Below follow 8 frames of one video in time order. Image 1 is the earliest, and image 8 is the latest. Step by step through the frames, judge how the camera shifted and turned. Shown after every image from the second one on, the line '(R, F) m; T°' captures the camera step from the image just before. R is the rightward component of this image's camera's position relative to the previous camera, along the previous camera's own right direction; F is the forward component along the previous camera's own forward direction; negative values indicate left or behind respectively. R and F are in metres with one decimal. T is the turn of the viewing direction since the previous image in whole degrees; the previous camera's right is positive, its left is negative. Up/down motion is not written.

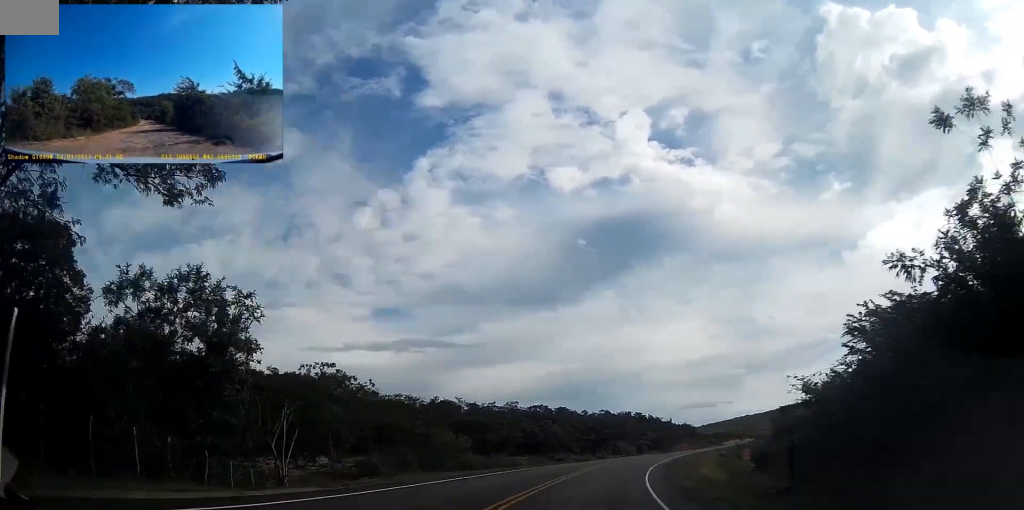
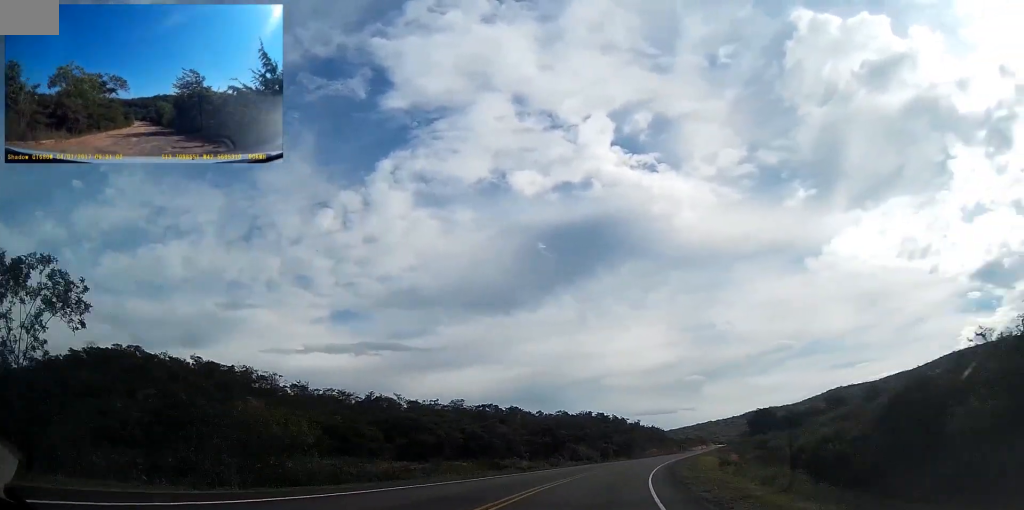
(+0.3, +21.7) m; +2°
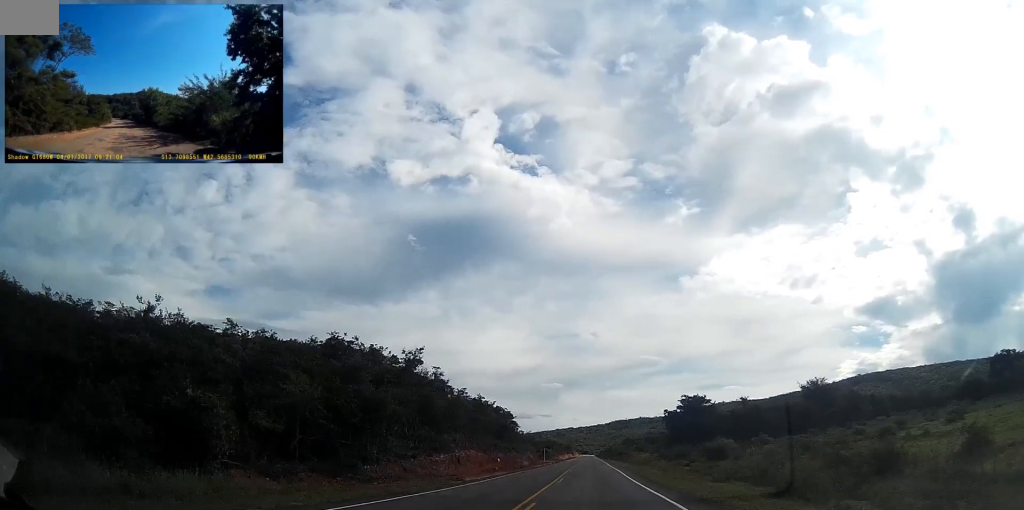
(+10.4, +84.4) m; +13°
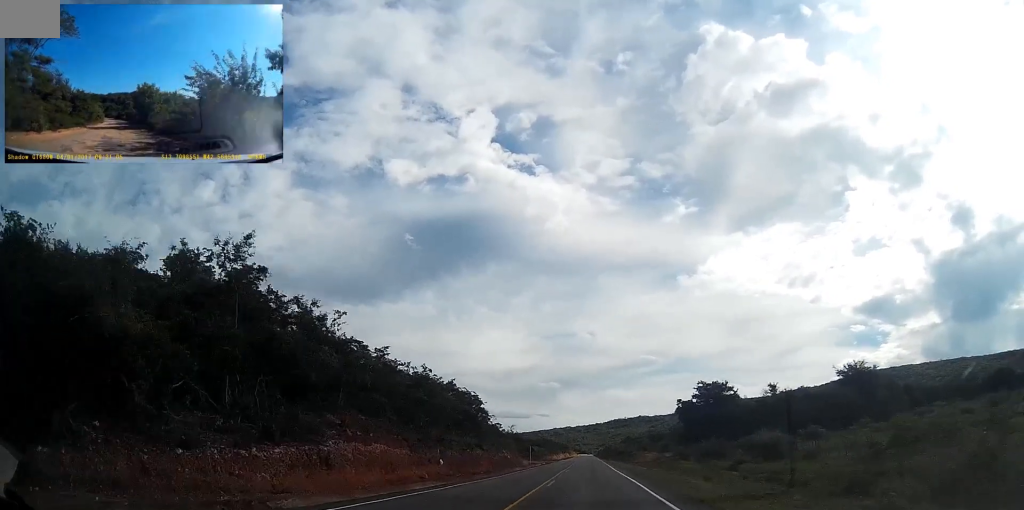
(+0.5, +19.2) m; +2°
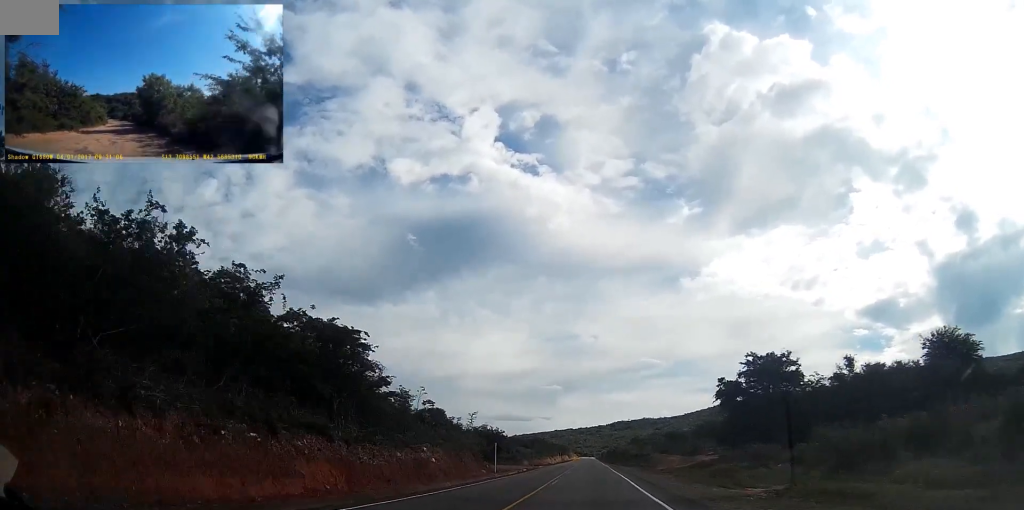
(+0.7, +29.1) m; +1°
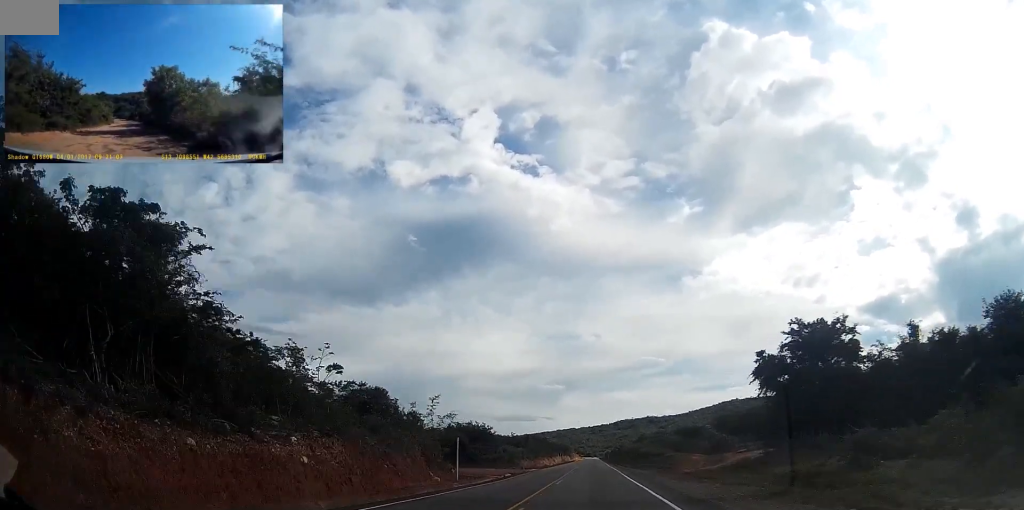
(0.0, +15.4) m; 0°
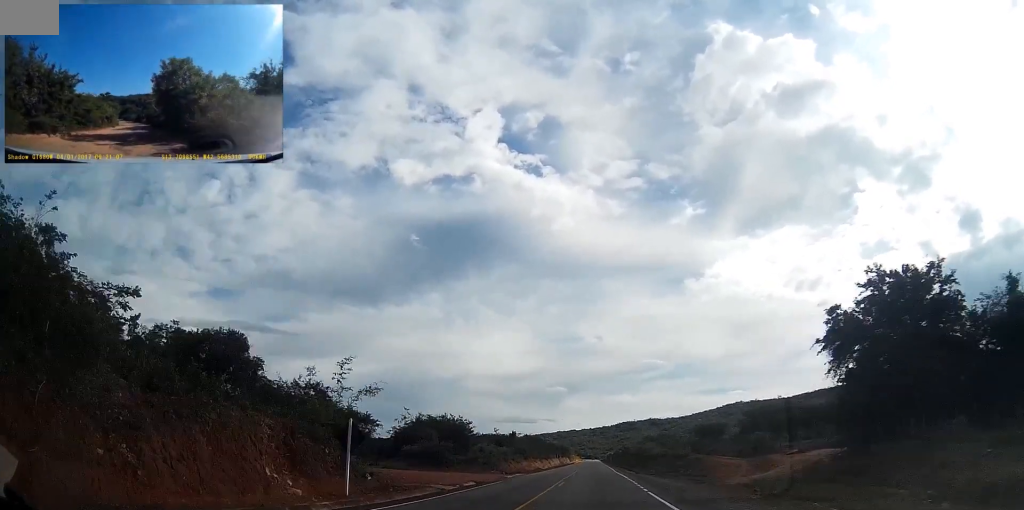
(-0.1, +14.4) m; 0°
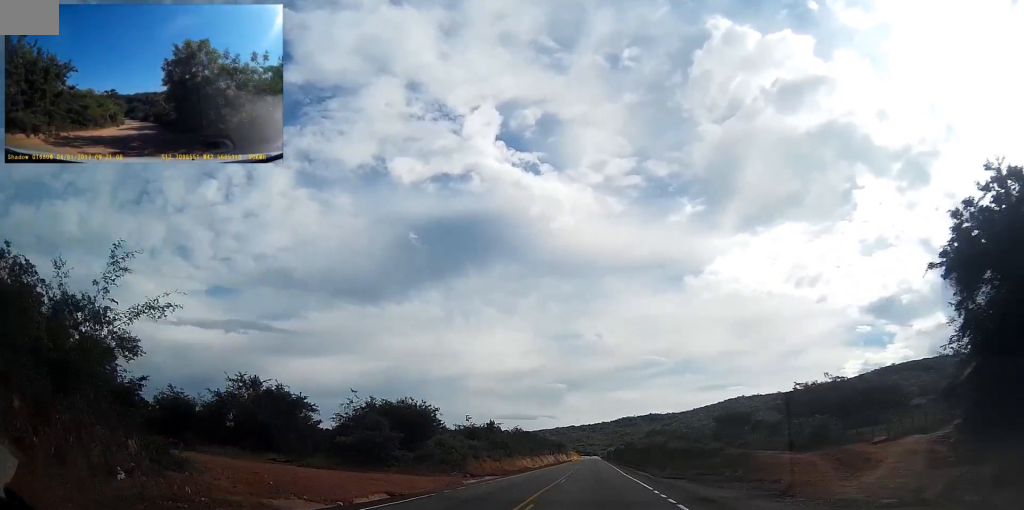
(0.0, +15.7) m; 0°
